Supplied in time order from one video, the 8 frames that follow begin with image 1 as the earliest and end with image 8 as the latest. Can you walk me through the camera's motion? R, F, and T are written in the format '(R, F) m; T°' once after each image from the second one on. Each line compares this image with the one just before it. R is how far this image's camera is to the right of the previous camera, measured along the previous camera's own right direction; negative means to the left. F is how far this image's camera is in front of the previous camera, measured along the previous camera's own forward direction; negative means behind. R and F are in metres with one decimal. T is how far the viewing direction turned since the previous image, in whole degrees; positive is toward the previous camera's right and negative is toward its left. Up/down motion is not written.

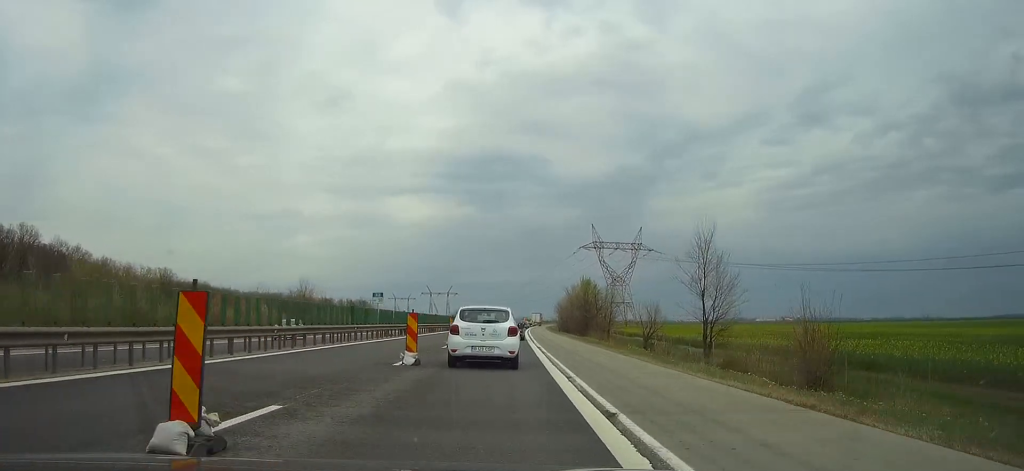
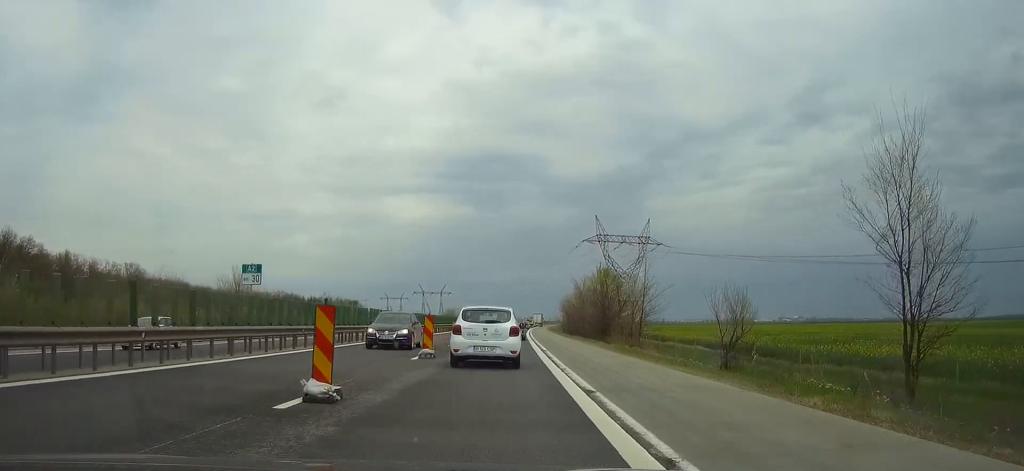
(+0.1, +21.2) m; 0°
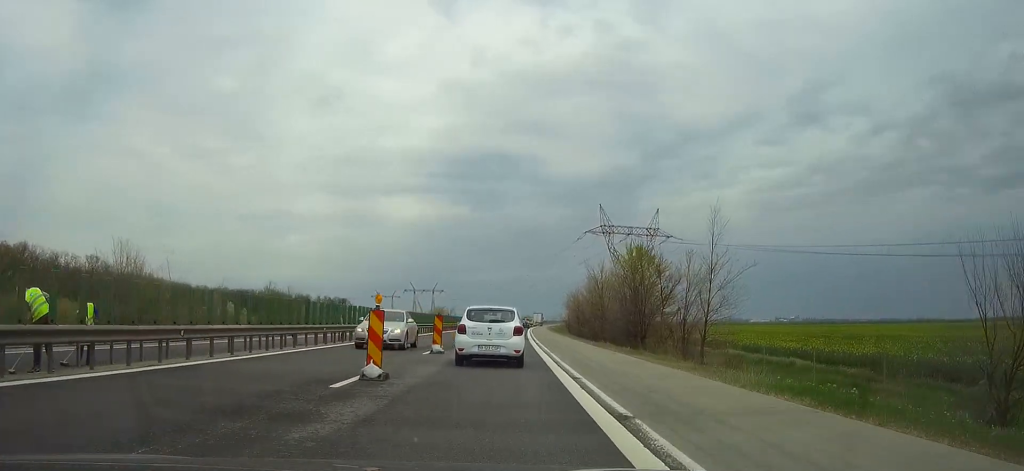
(+0.1, +21.2) m; 0°
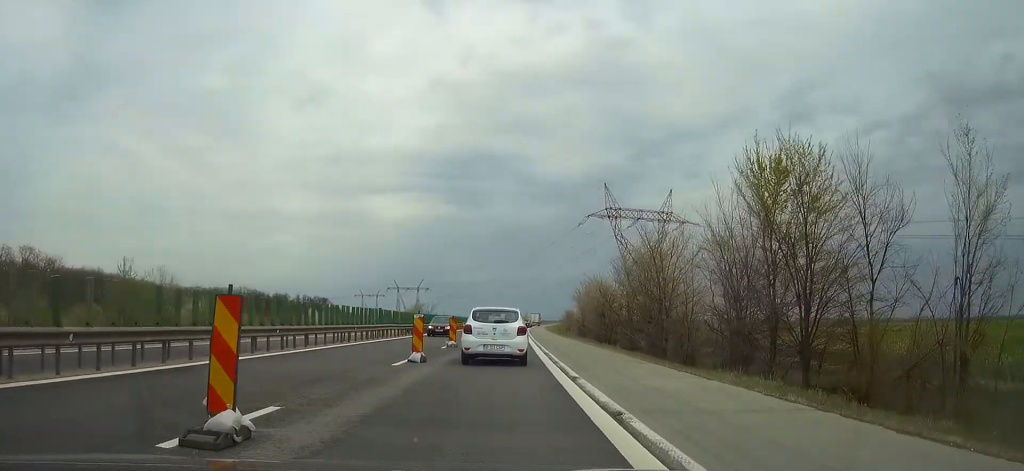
(+0.1, +29.8) m; +1°
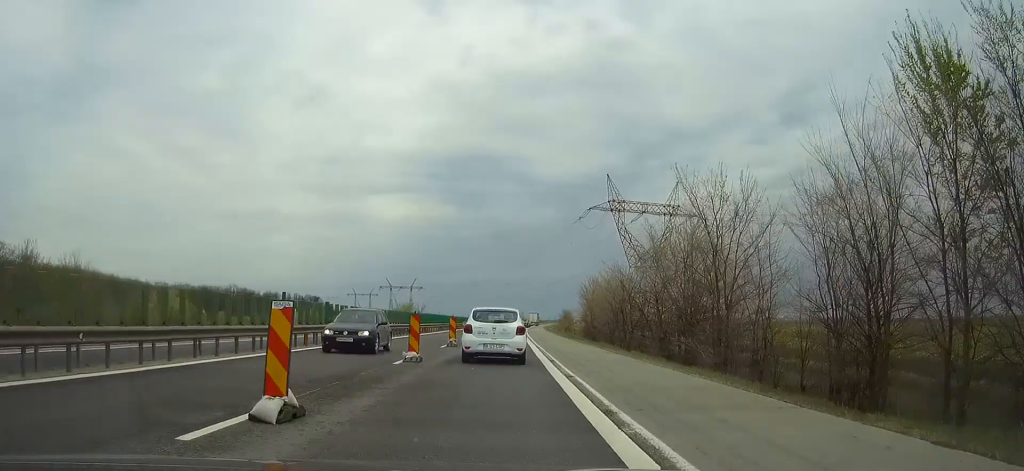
(+0.1, +11.6) m; 0°
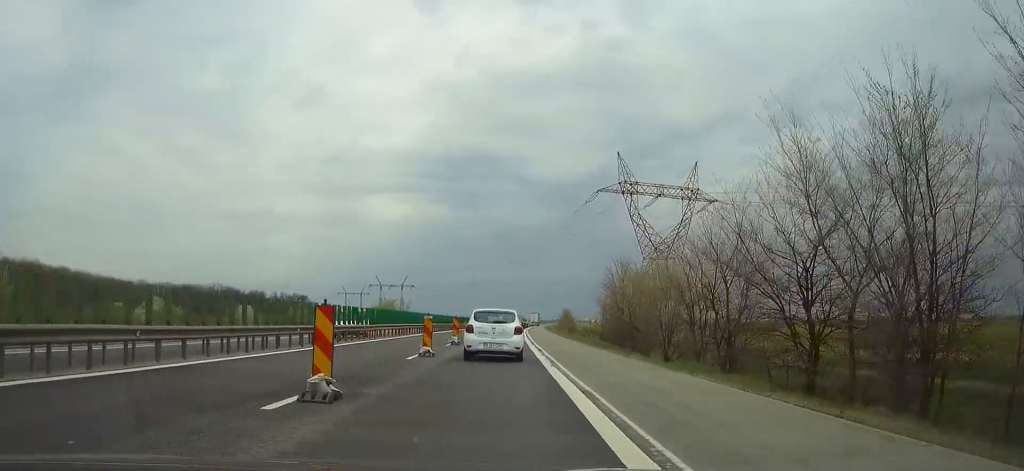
(+0.2, +21.7) m; +1°
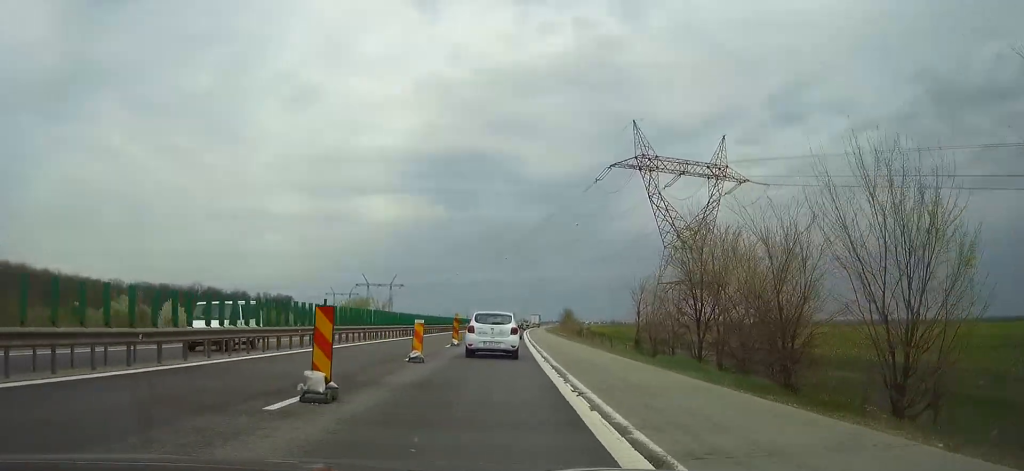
(+0.1, +23.9) m; 0°
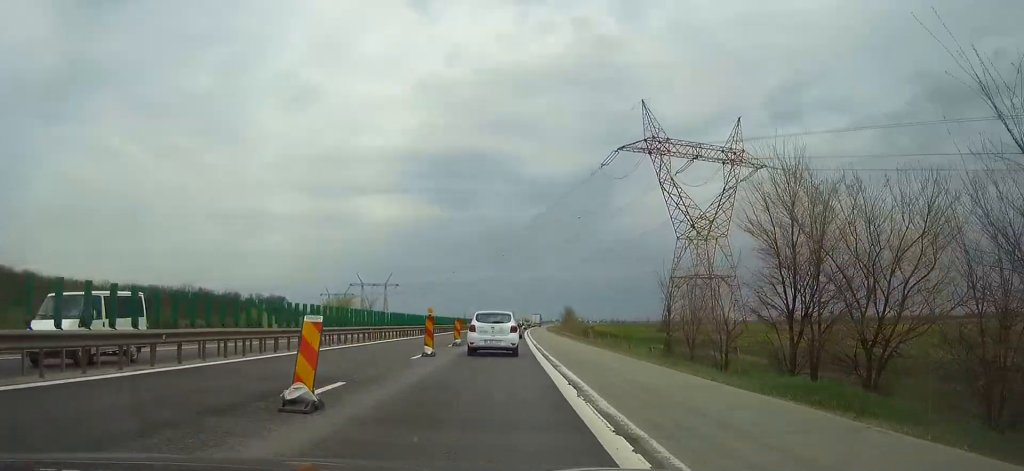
(0.0, +10.9) m; 0°
